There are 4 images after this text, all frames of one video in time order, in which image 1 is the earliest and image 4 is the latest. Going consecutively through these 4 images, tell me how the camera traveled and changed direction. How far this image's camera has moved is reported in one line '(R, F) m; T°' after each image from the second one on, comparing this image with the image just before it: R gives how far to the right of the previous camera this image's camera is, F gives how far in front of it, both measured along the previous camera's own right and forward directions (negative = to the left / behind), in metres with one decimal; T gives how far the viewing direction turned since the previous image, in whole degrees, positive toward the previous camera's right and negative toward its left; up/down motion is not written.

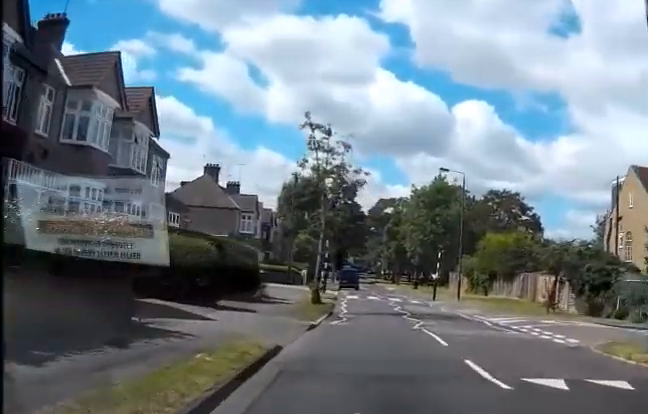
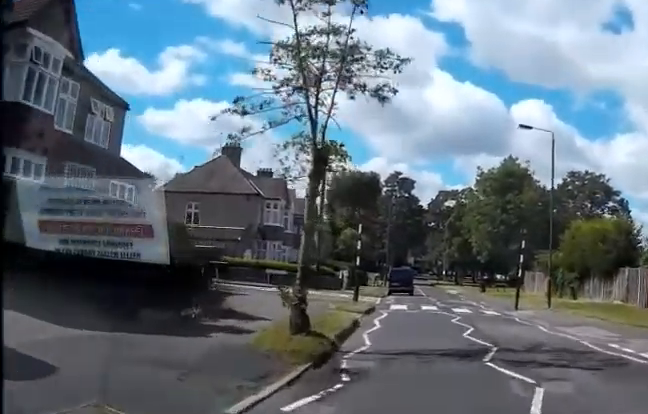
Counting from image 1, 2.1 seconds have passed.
(-1.2, +12.2) m; -11°
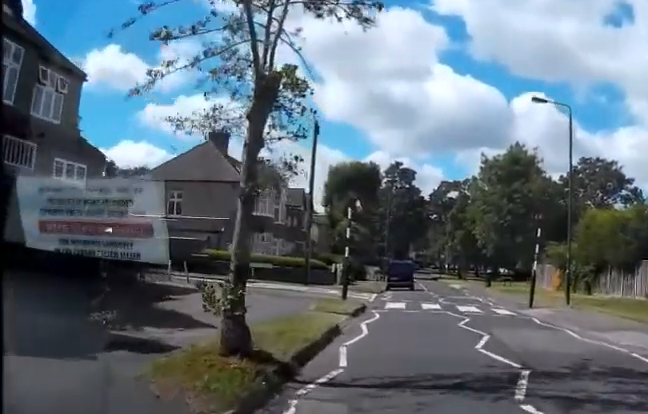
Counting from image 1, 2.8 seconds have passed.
(0.0, +3.9) m; -1°
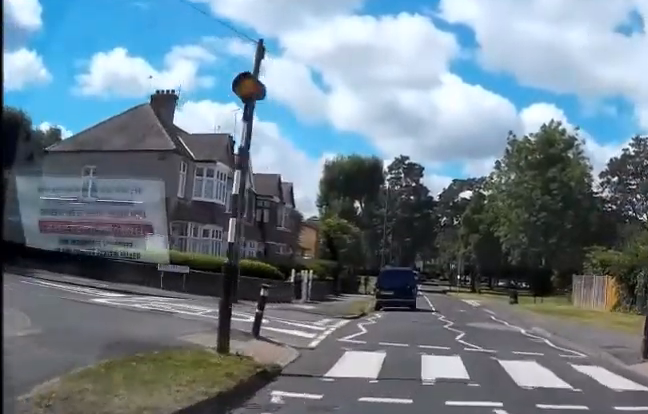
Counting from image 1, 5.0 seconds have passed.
(+0.4, +12.3) m; +5°
